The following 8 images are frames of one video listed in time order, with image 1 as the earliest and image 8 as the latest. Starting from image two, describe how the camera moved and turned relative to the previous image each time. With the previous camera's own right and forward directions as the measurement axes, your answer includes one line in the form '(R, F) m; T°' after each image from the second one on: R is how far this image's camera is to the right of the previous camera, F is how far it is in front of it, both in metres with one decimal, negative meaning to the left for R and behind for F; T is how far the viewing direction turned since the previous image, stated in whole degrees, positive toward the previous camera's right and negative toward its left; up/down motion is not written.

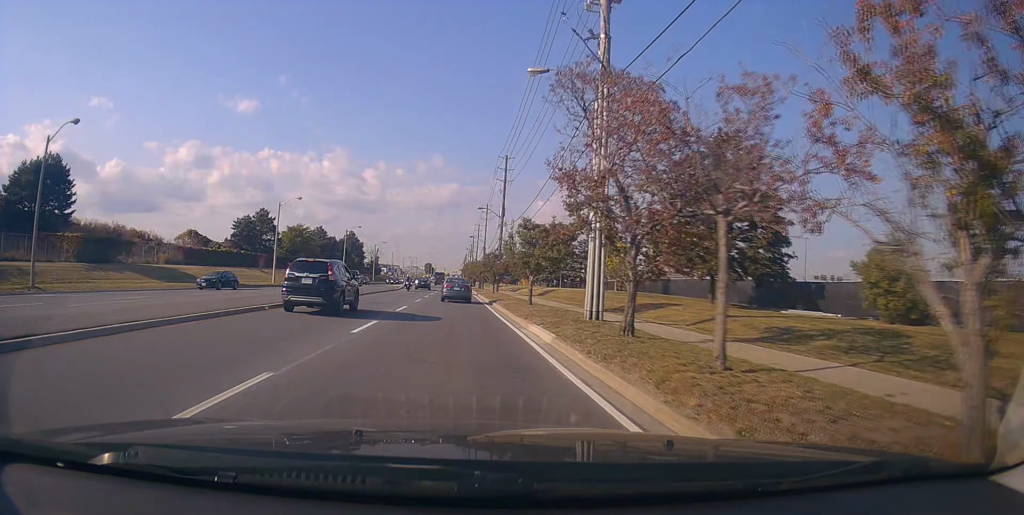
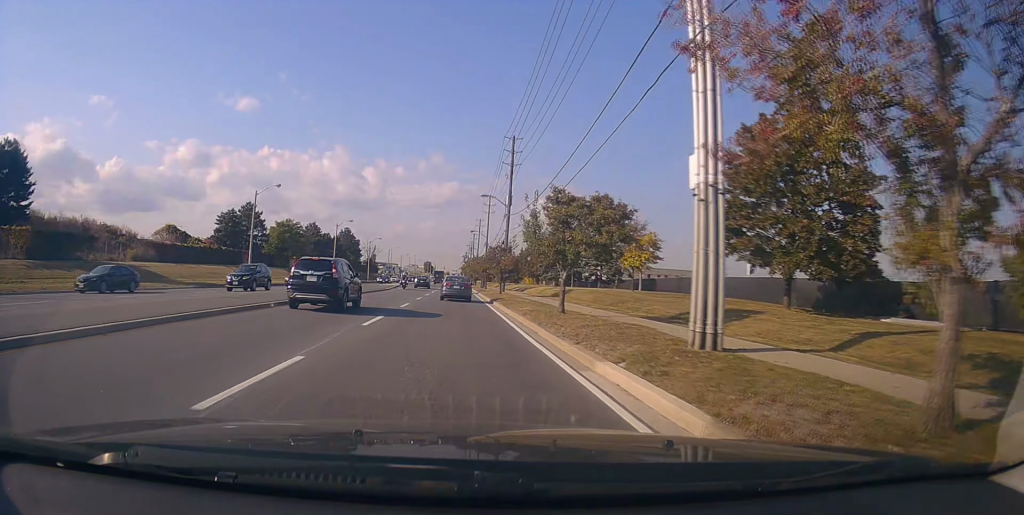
(0.0, +7.8) m; 0°
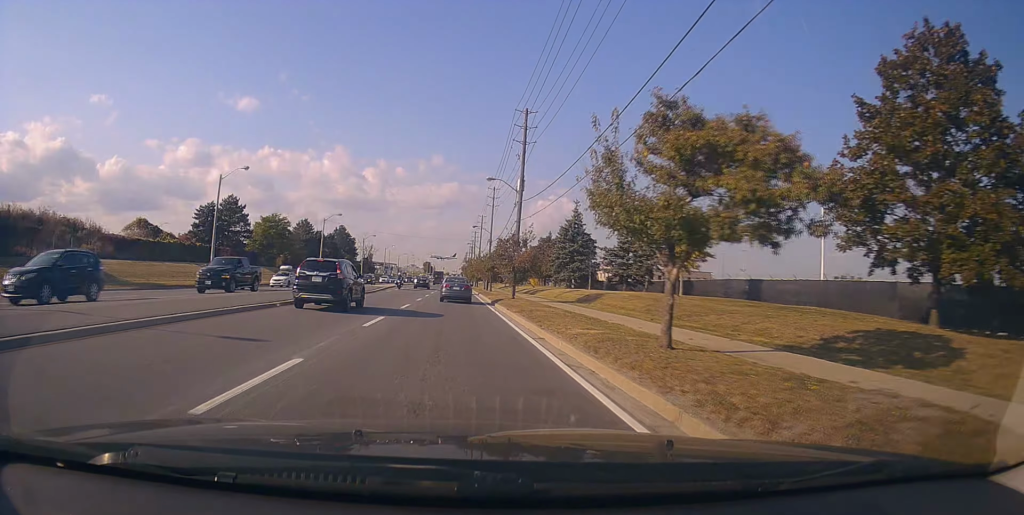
(0.0, +9.3) m; 0°
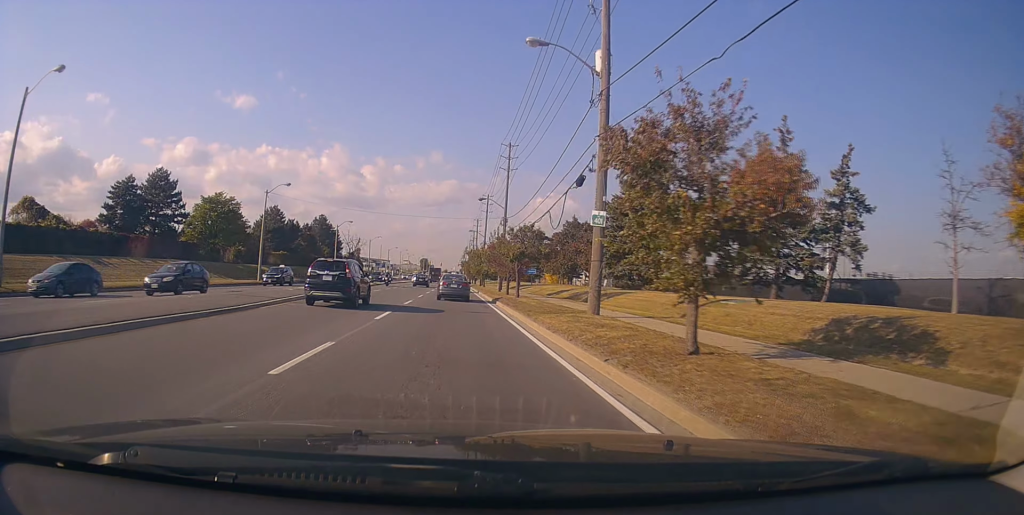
(-0.1, +25.6) m; 0°
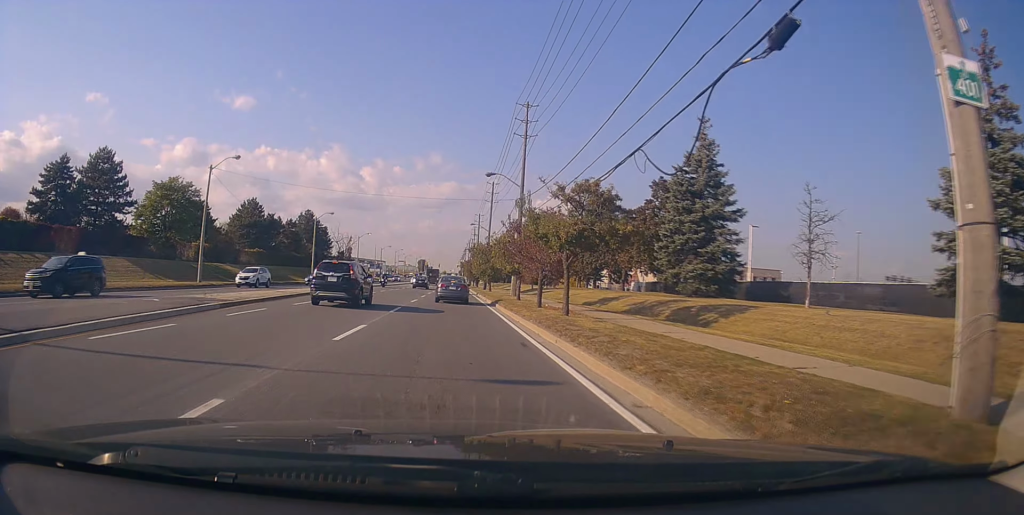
(+0.1, +14.3) m; +1°
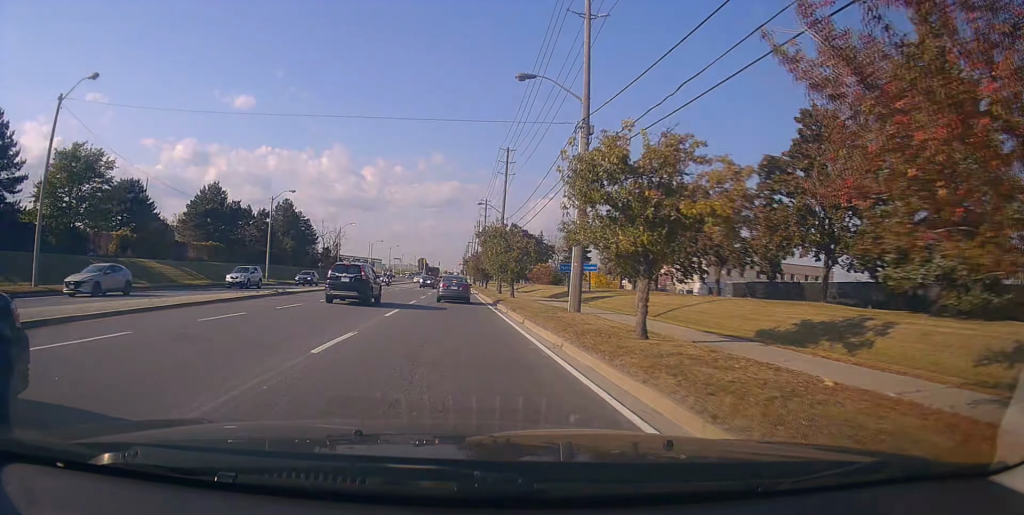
(+0.1, +20.2) m; -1°
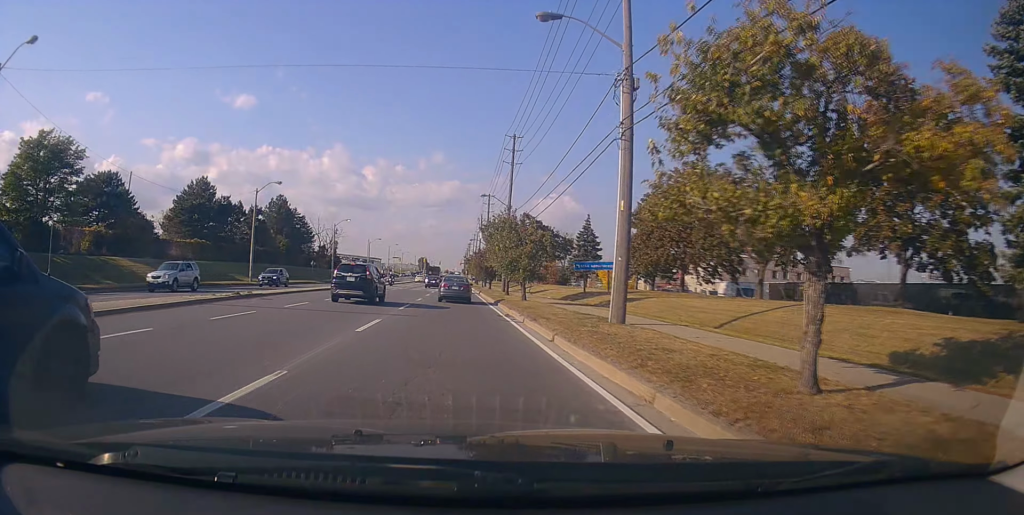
(0.0, +5.4) m; -1°
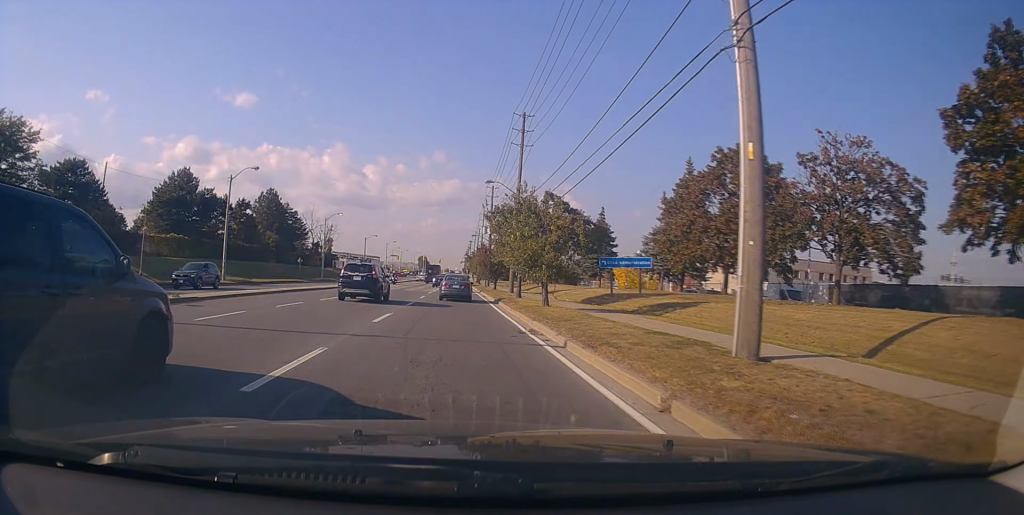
(-0.1, +7.0) m; 0°
